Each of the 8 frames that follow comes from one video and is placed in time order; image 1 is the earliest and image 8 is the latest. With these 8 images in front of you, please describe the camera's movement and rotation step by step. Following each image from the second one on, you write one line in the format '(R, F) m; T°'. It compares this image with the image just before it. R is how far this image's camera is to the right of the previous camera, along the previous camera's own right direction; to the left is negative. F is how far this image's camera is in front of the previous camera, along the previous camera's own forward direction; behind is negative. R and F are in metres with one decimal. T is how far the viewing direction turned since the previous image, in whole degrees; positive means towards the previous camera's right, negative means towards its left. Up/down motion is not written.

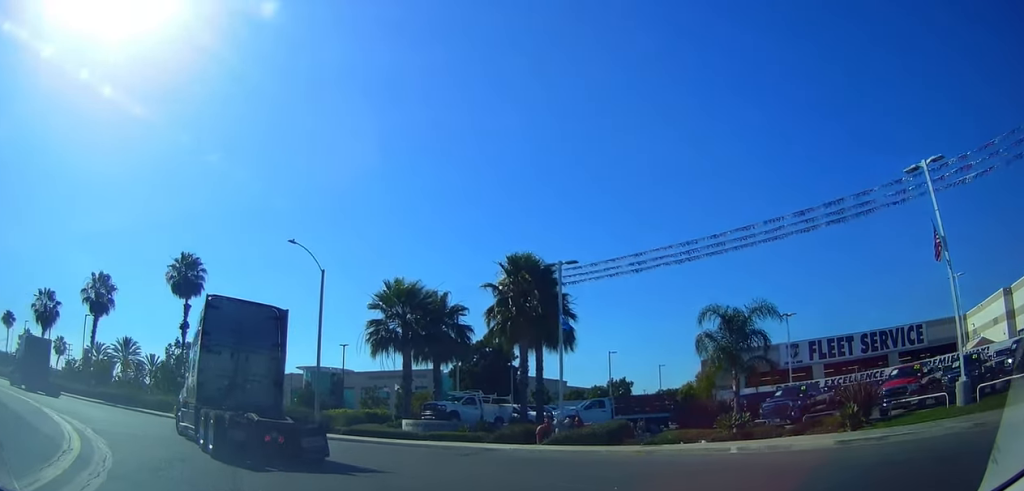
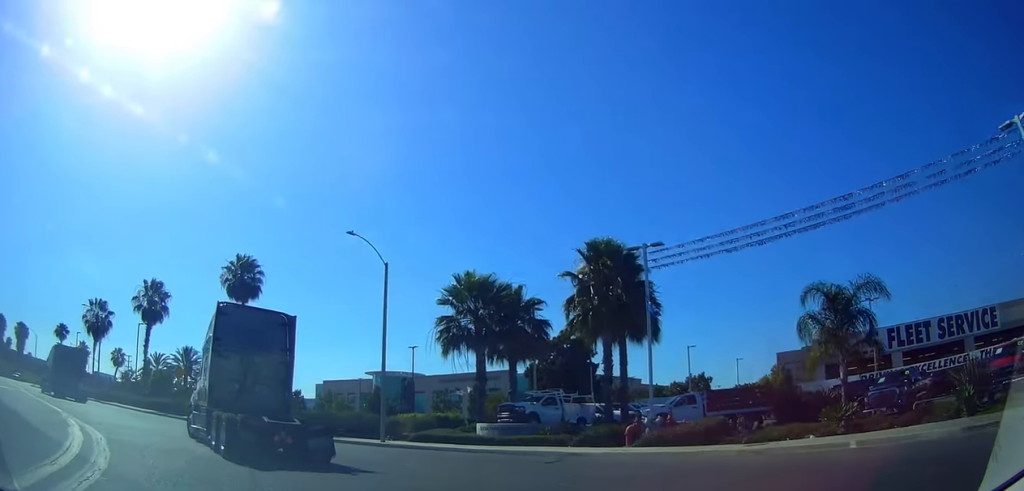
(-0.3, +2.3) m; -6°
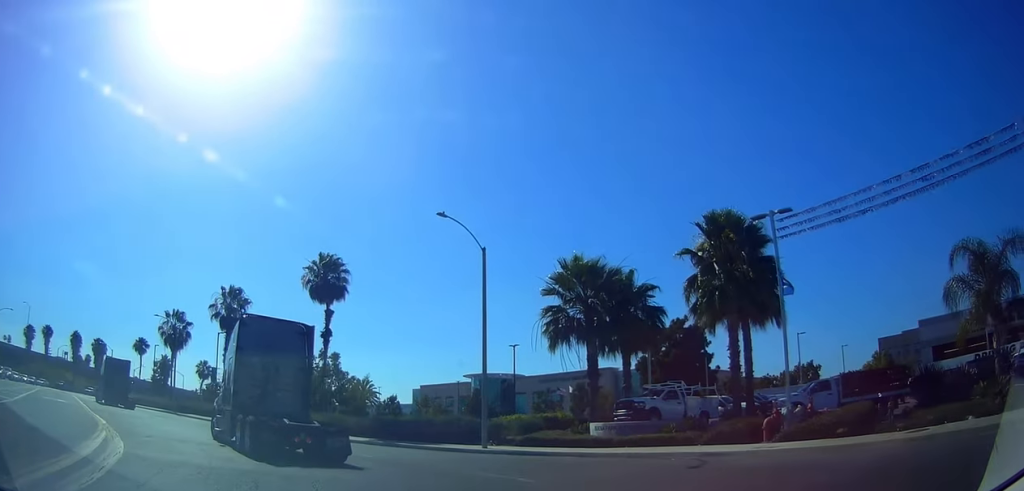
(-0.3, +3.1) m; -7°
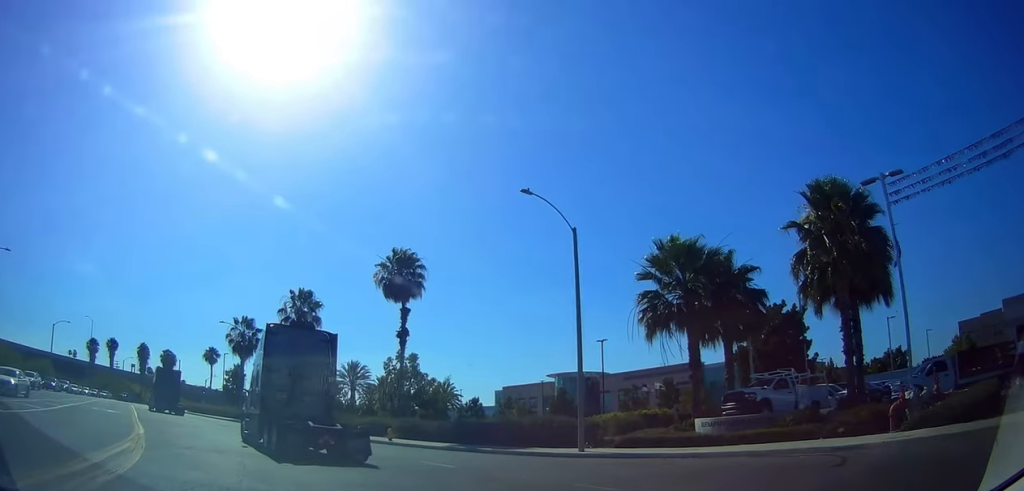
(+0.1, +2.6) m; -8°
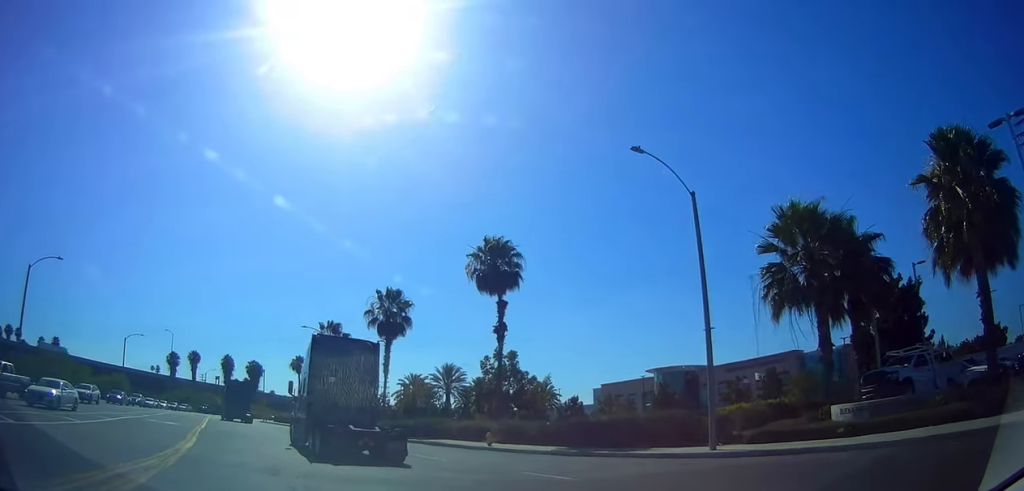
(-0.1, +2.9) m; -9°
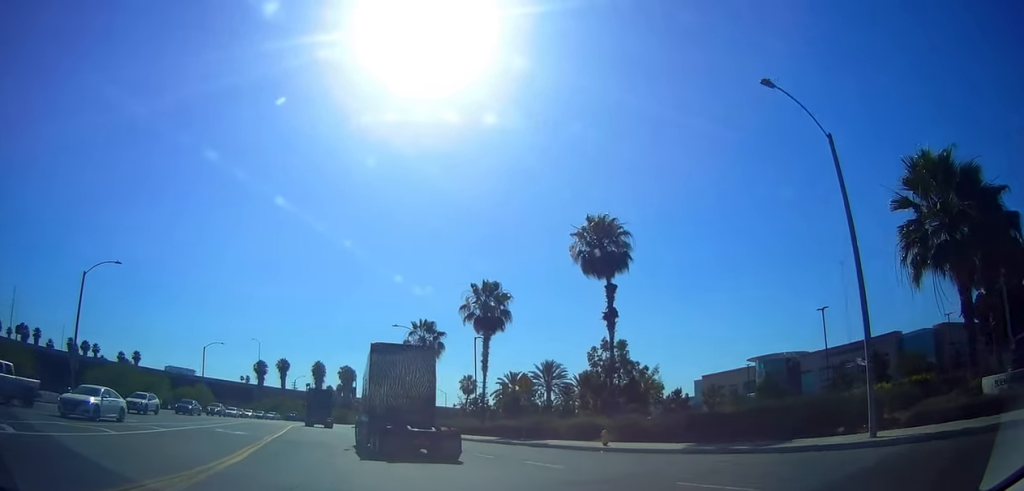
(-0.6, +3.0) m; -9°
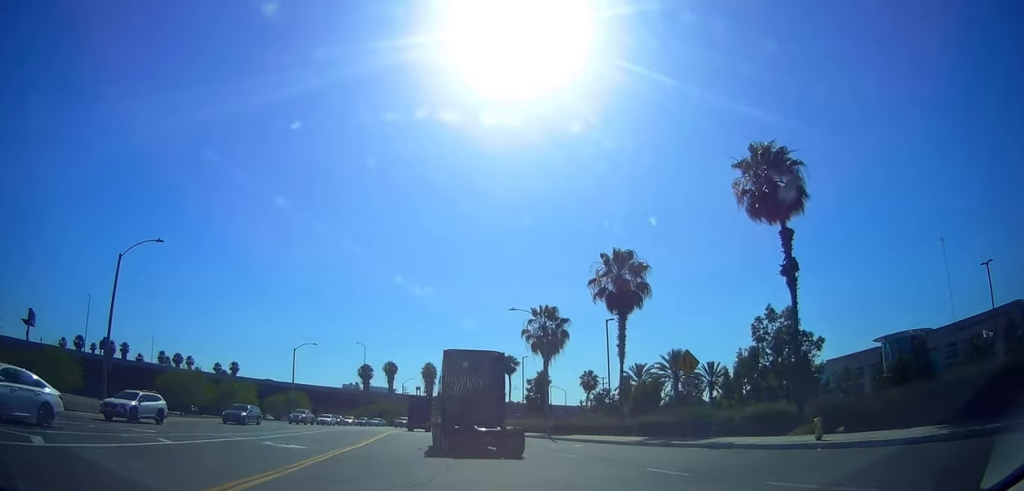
(-0.5, +6.5) m; -15°
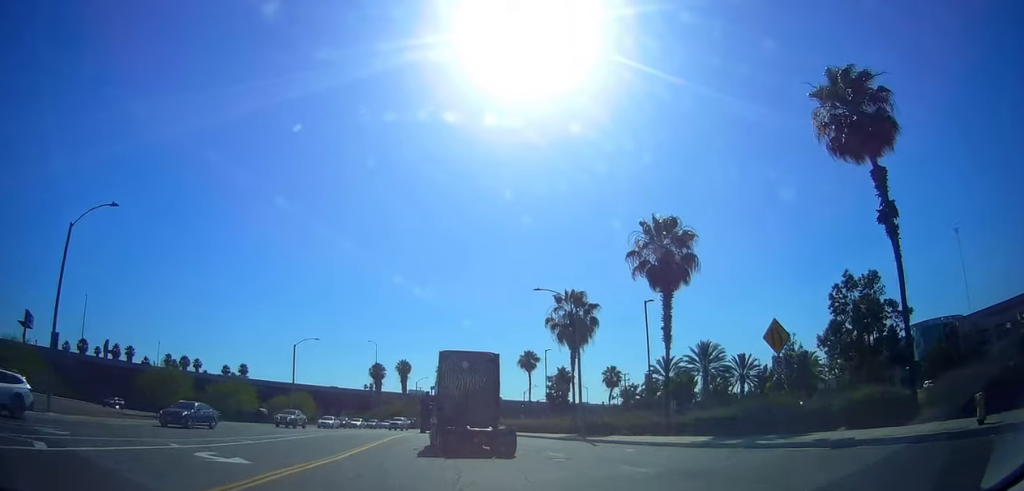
(-0.8, +5.0) m; -8°
